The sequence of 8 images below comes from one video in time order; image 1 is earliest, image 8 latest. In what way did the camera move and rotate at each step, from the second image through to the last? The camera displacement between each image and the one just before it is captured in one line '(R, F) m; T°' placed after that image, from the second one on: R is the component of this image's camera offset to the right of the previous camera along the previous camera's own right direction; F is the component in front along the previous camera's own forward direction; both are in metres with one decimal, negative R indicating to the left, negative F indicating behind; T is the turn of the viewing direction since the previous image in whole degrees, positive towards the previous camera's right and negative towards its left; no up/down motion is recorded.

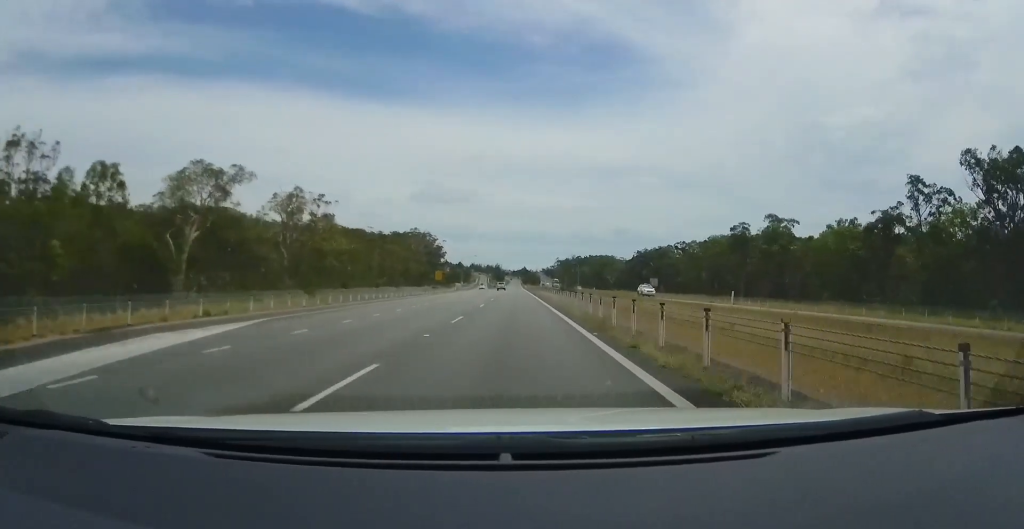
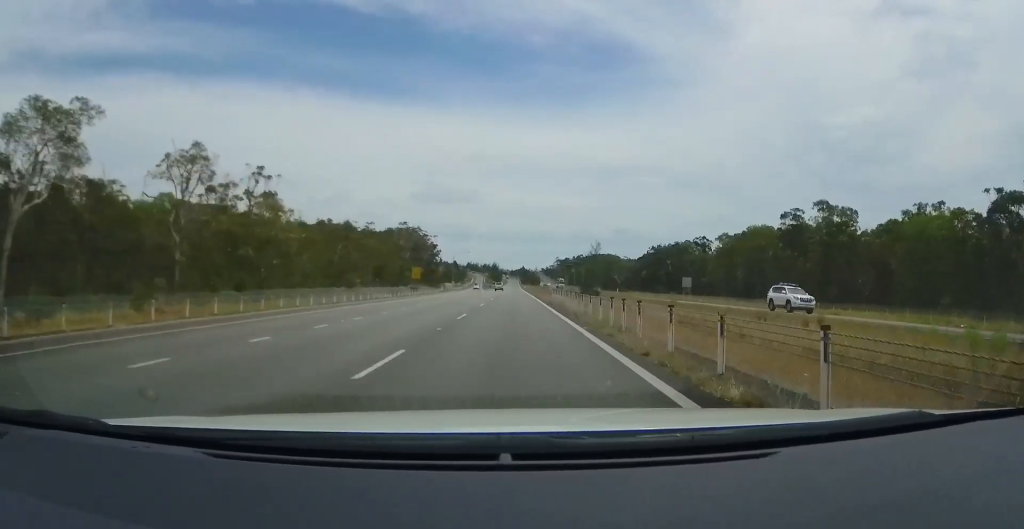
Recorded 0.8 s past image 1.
(0.0, +22.6) m; 0°
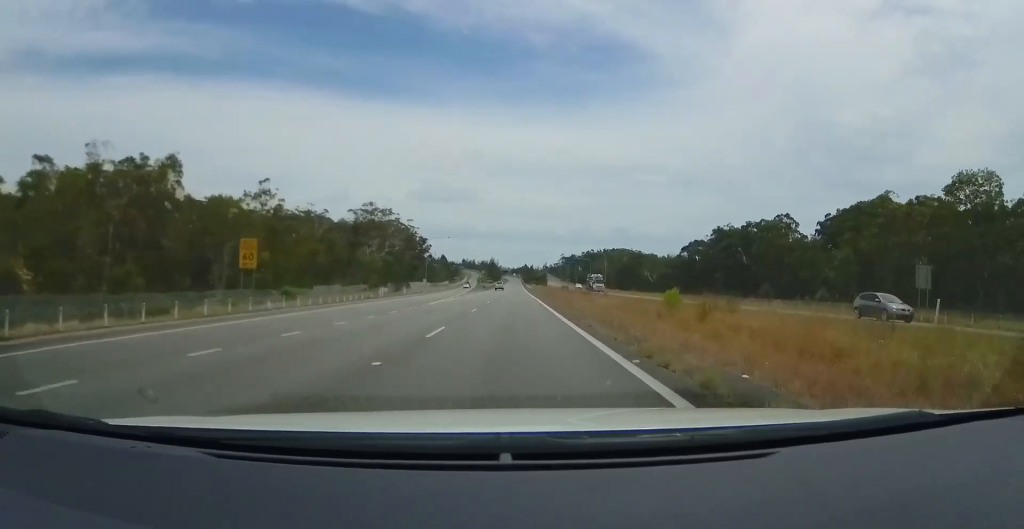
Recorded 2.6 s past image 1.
(0.0, +56.0) m; 0°
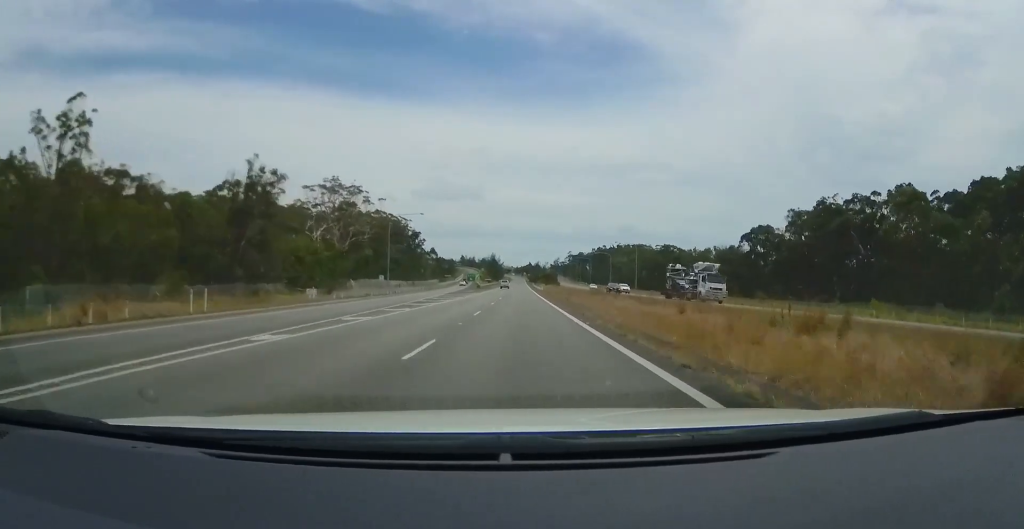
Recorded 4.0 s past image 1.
(+0.3, +40.7) m; 0°
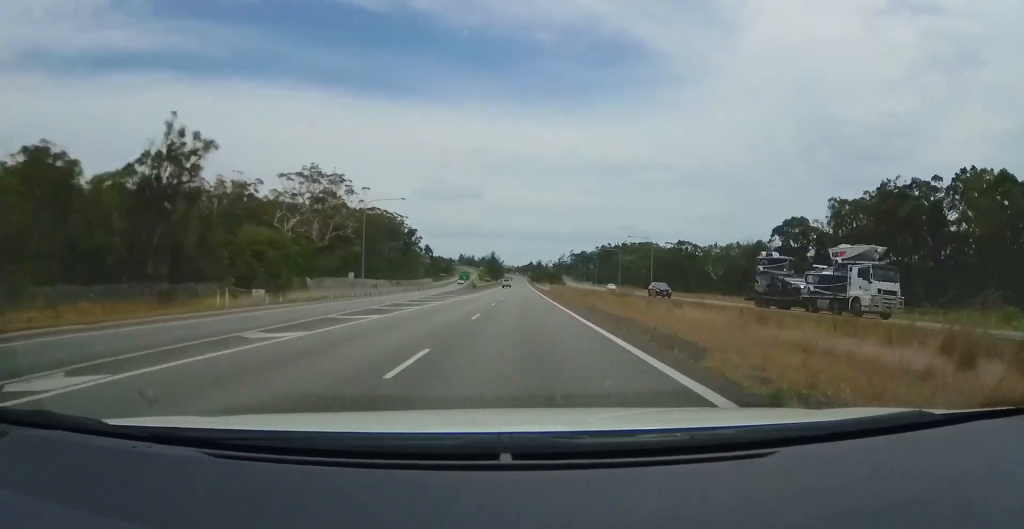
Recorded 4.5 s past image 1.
(0.0, +14.4) m; 0°
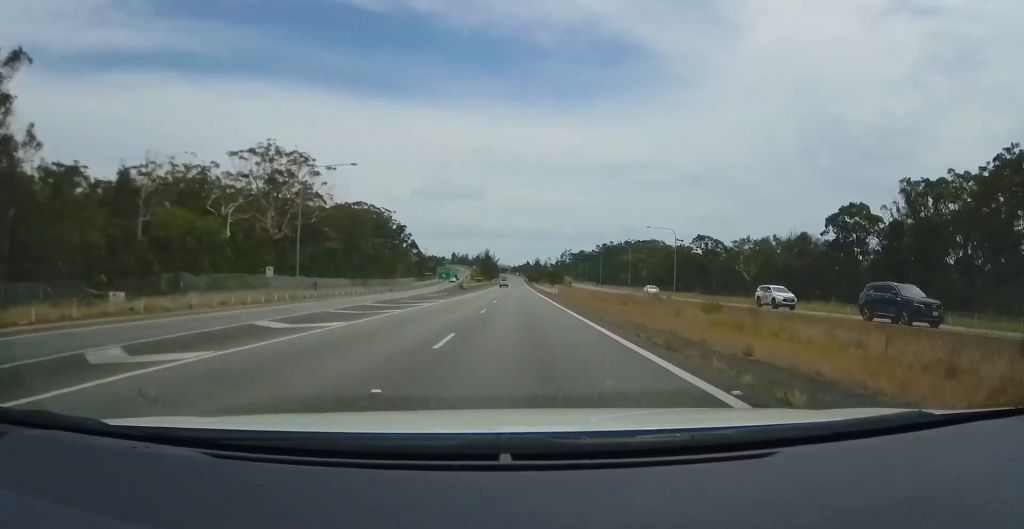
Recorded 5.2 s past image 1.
(-0.2, +21.5) m; 0°
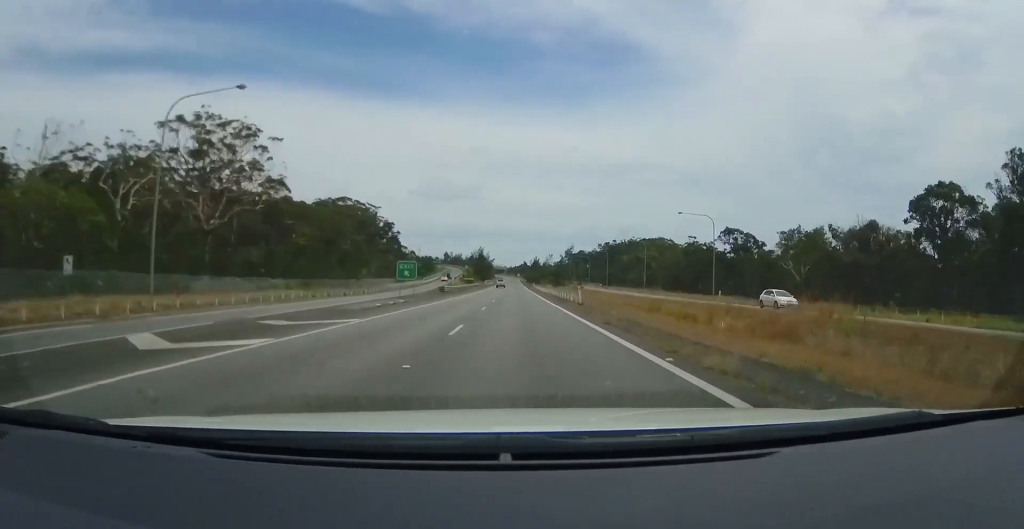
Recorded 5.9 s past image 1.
(+0.2, +21.5) m; 0°
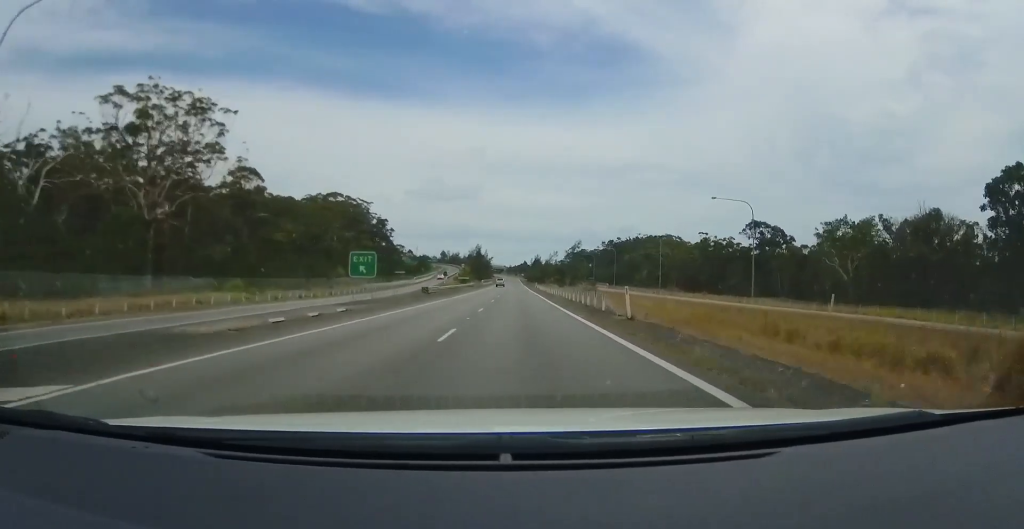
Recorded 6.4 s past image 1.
(+0.2, +14.3) m; 0°
